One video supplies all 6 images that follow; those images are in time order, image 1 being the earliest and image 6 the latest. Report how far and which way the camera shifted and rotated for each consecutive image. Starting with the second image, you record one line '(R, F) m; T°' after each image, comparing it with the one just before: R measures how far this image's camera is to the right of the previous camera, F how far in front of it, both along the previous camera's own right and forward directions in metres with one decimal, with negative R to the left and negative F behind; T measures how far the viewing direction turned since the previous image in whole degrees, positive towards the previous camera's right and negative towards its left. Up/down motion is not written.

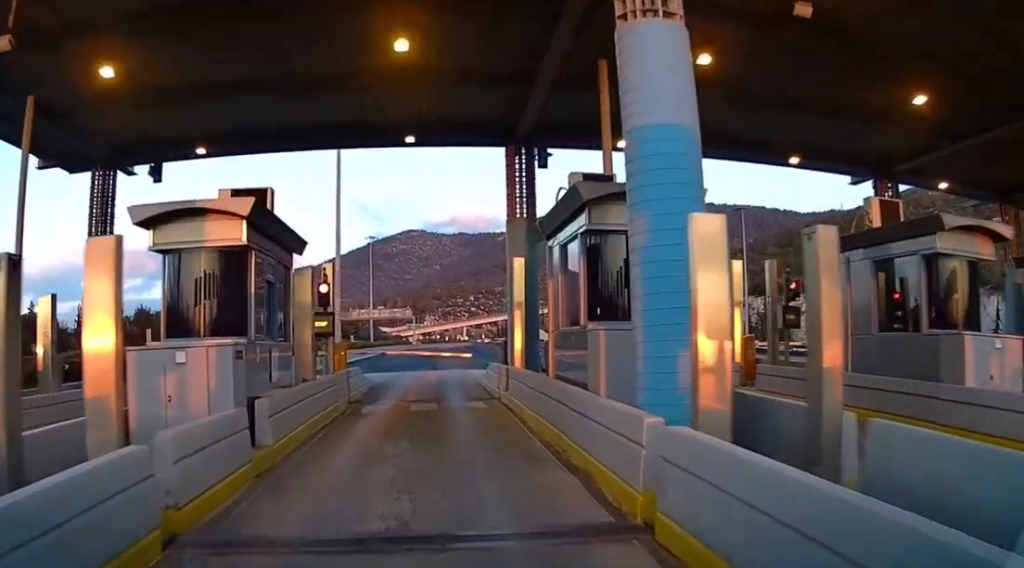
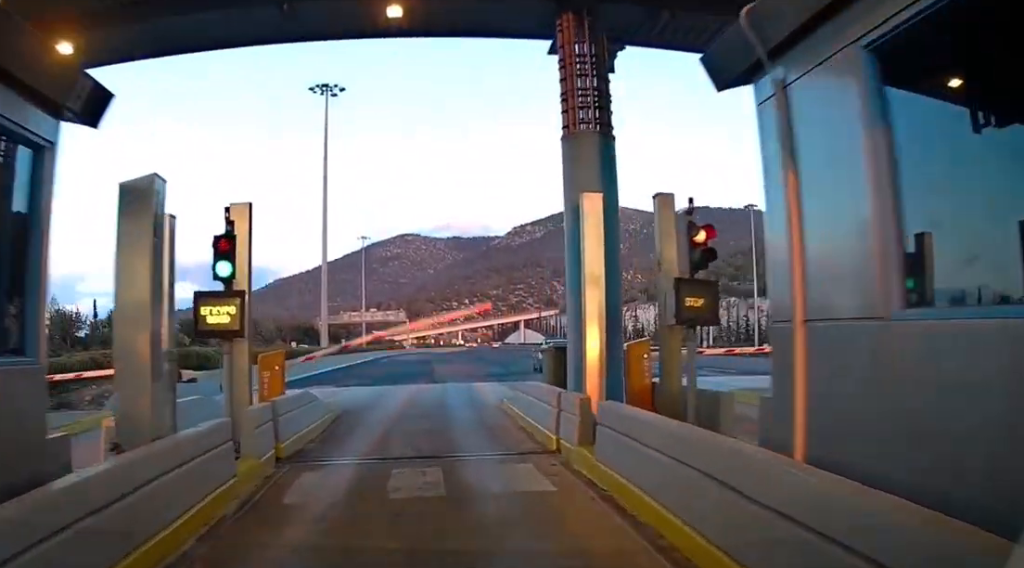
(+0.2, +8.9) m; +2°
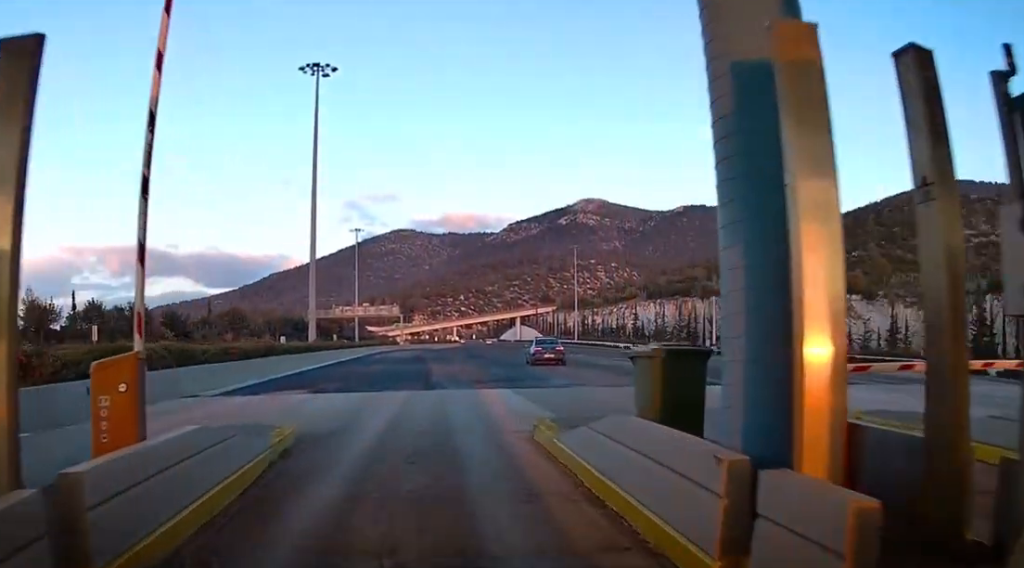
(0.0, +6.2) m; +1°
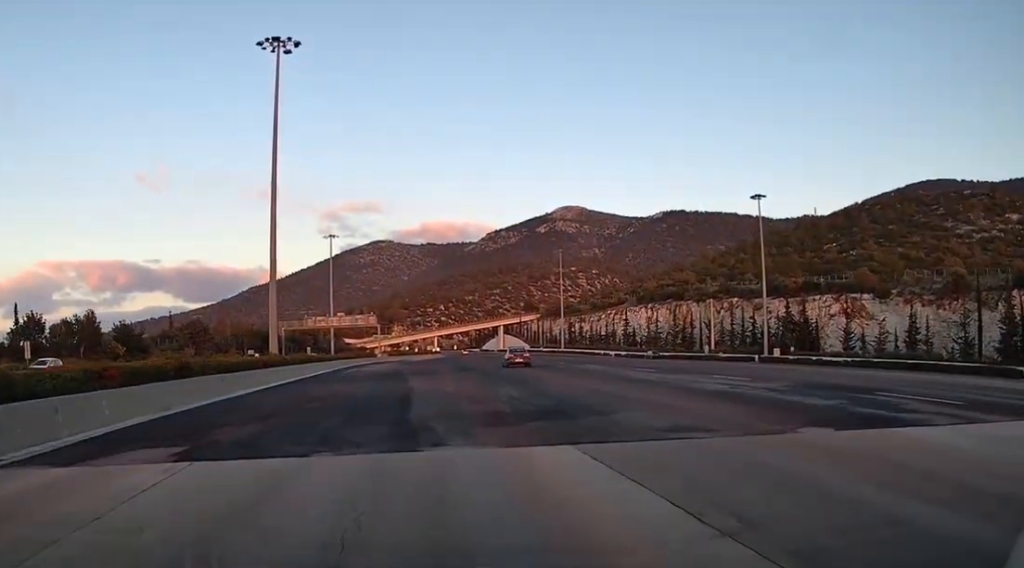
(+0.3, +10.1) m; +2°
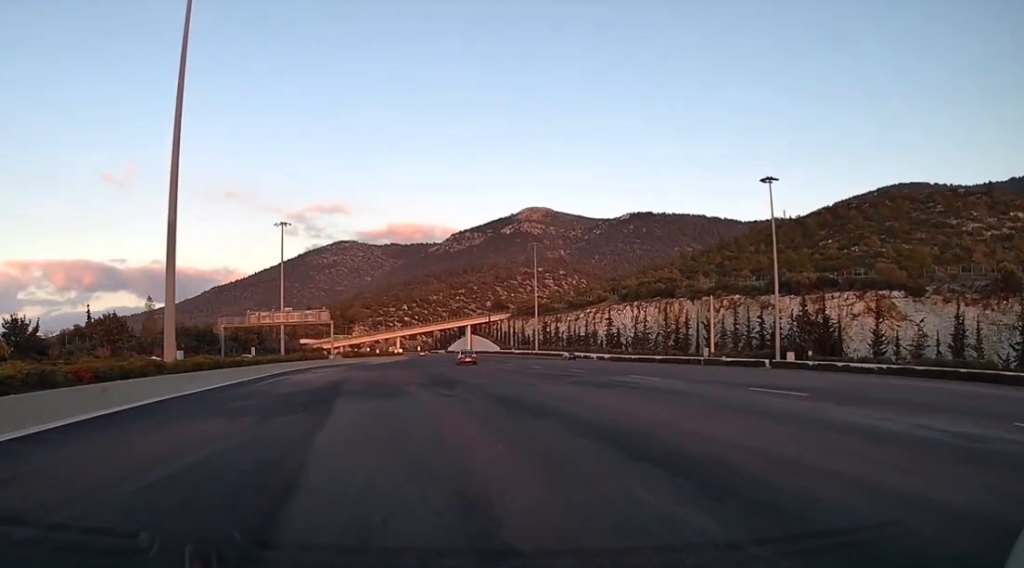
(-0.3, +16.4) m; -2°
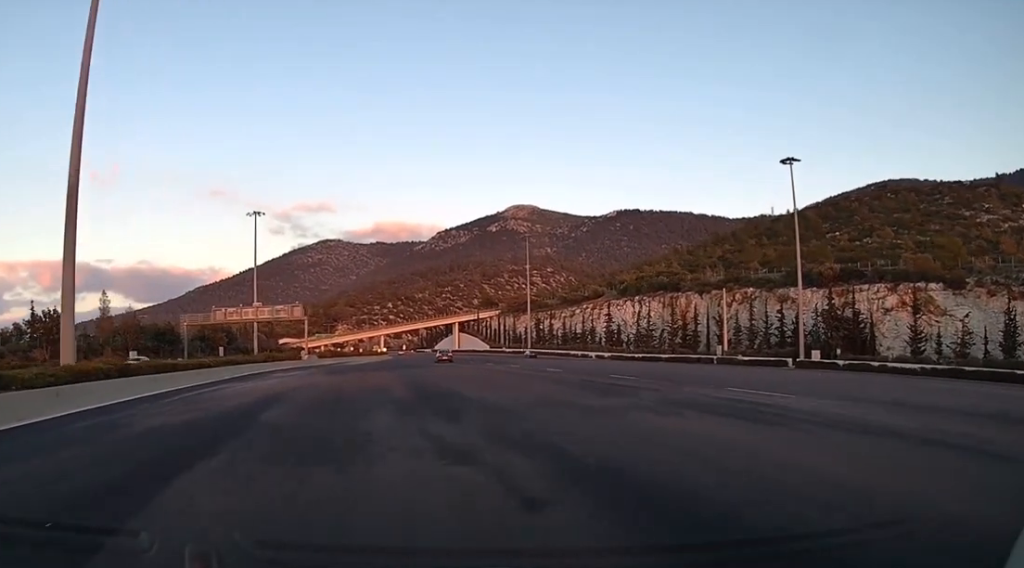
(-0.1, +11.3) m; 0°
